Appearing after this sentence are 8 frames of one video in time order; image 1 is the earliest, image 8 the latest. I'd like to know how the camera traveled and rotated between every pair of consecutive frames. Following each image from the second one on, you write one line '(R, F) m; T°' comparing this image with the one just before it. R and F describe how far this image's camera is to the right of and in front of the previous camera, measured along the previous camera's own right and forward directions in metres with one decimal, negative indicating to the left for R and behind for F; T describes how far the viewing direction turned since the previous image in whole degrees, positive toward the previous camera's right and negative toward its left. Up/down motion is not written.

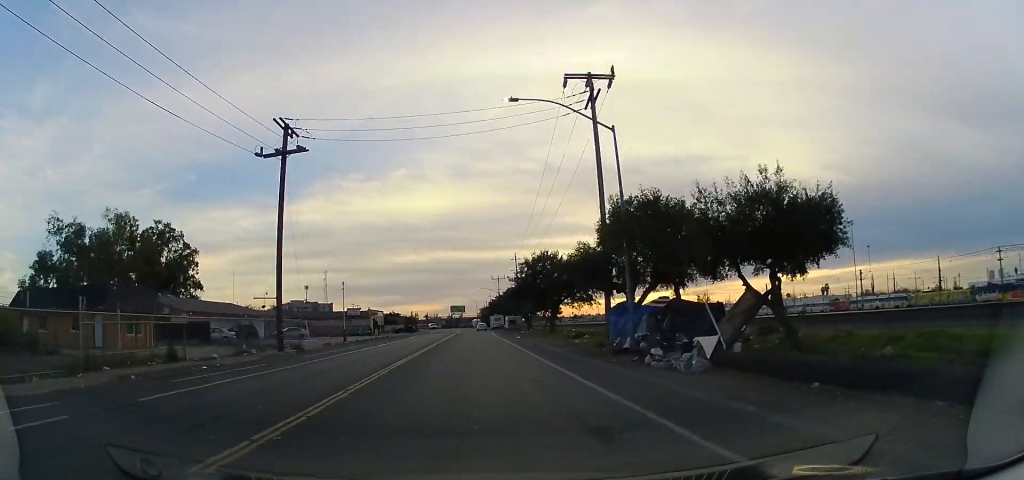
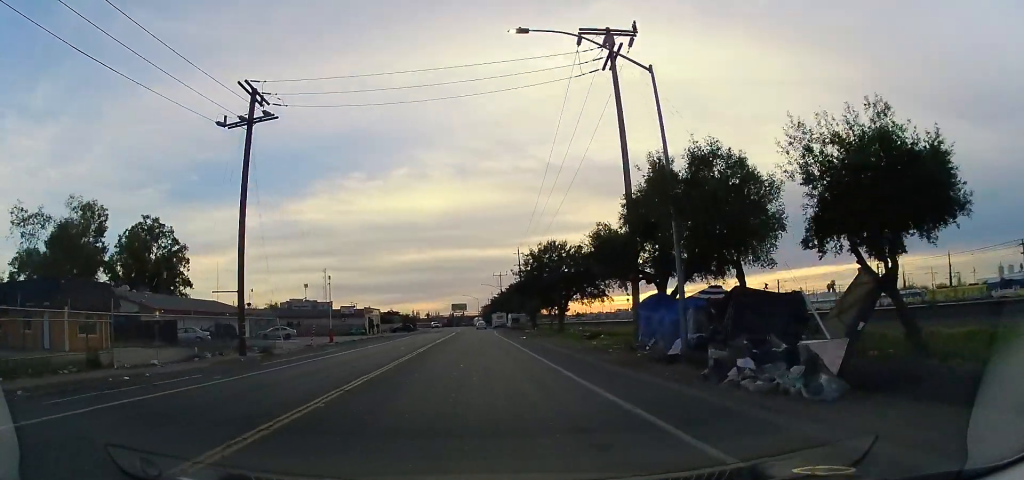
(-0.1, +5.1) m; 0°
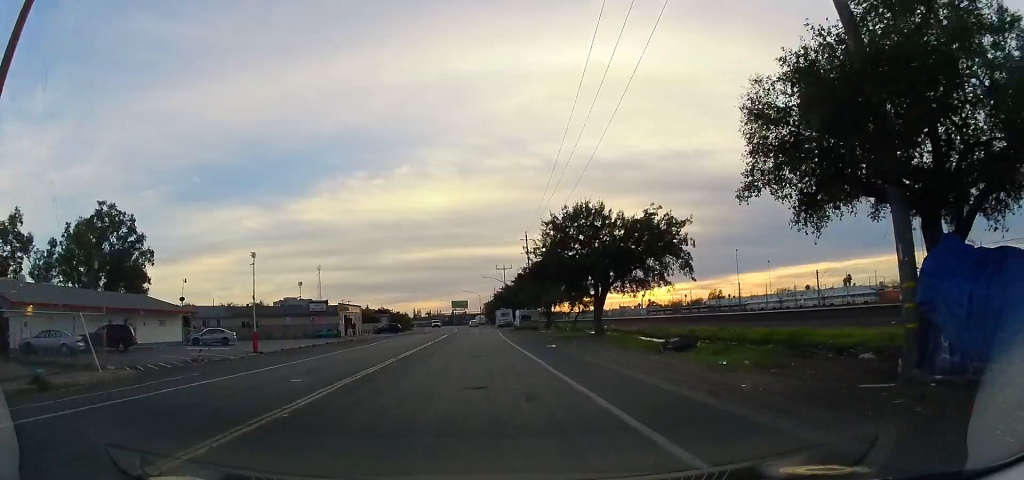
(+1.1, +16.8) m; +5°
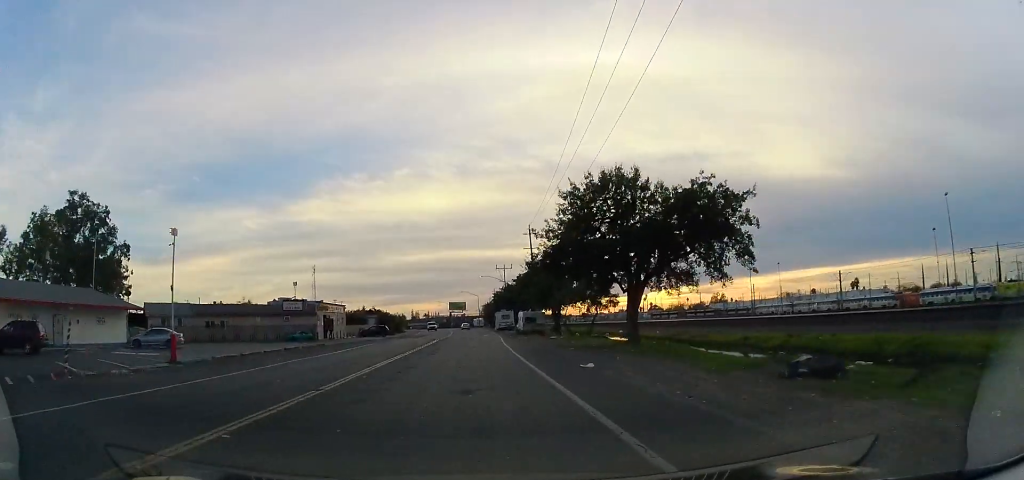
(-0.1, +9.2) m; -3°
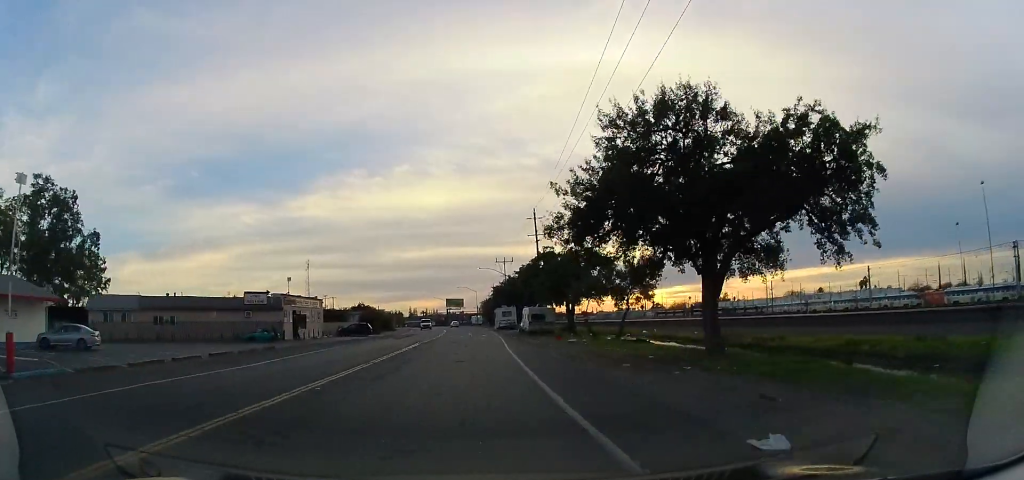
(-0.5, +10.1) m; -4°
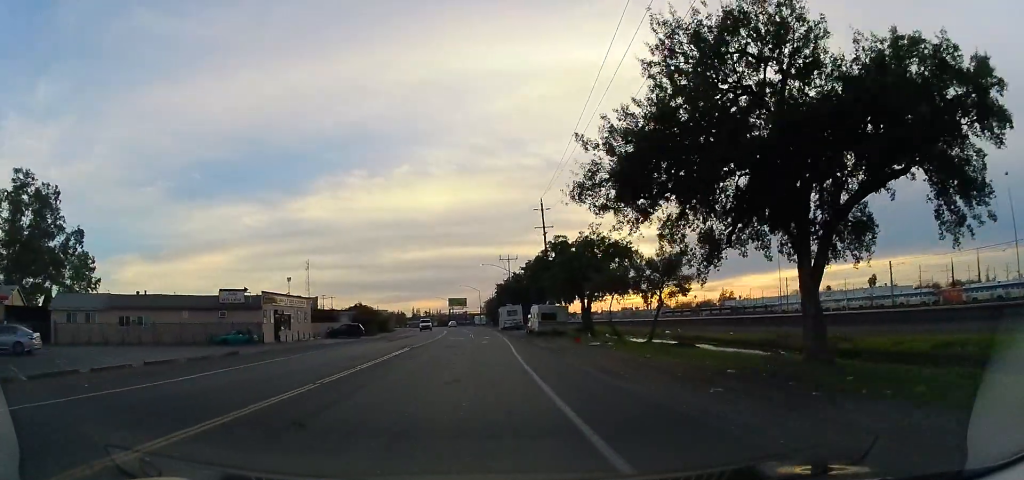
(-0.3, +5.9) m; -2°
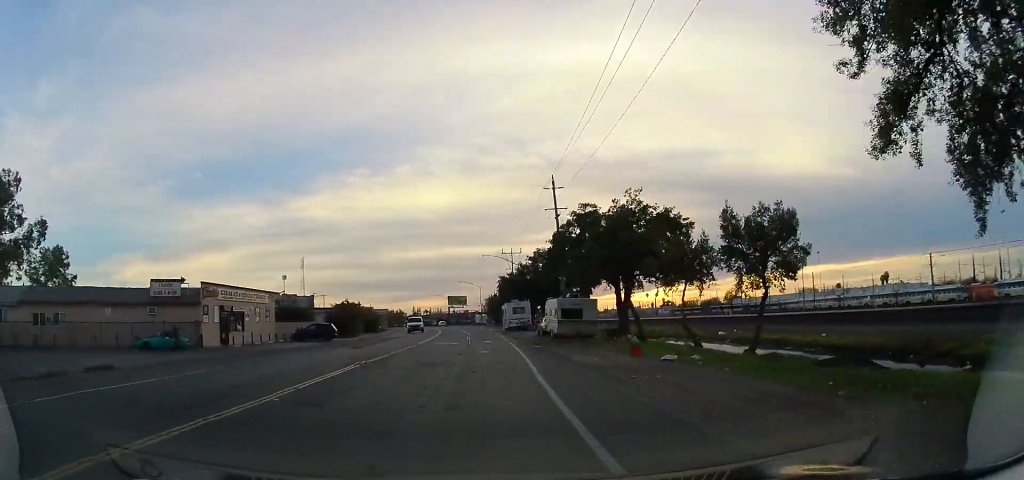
(+0.1, +11.2) m; +1°
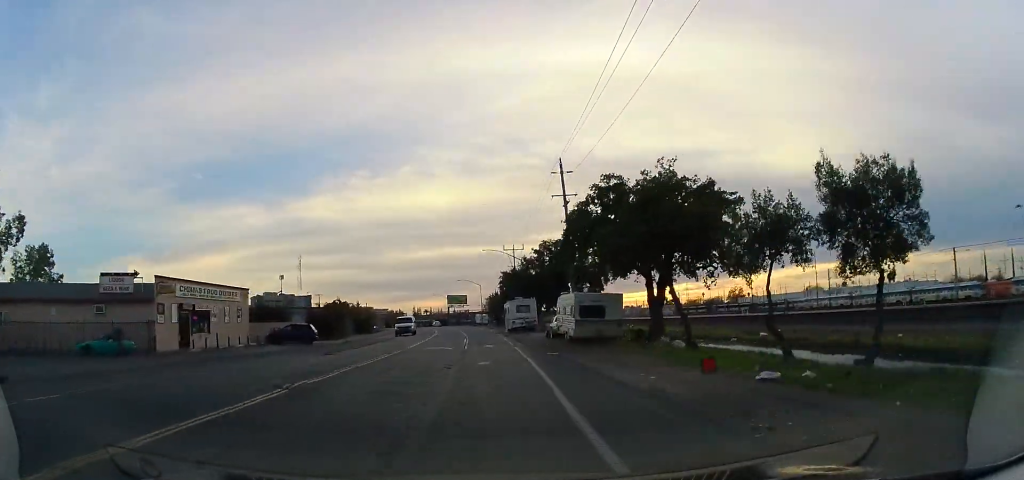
(0.0, +6.0) m; +1°
